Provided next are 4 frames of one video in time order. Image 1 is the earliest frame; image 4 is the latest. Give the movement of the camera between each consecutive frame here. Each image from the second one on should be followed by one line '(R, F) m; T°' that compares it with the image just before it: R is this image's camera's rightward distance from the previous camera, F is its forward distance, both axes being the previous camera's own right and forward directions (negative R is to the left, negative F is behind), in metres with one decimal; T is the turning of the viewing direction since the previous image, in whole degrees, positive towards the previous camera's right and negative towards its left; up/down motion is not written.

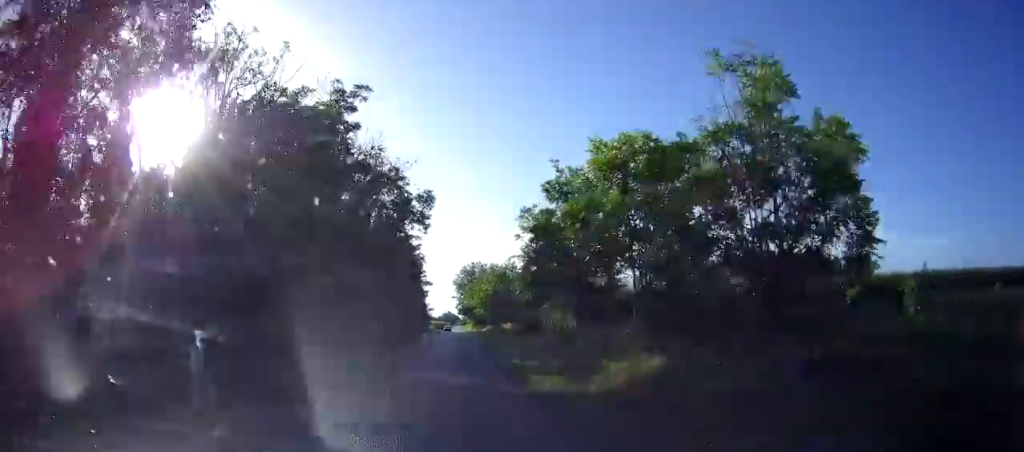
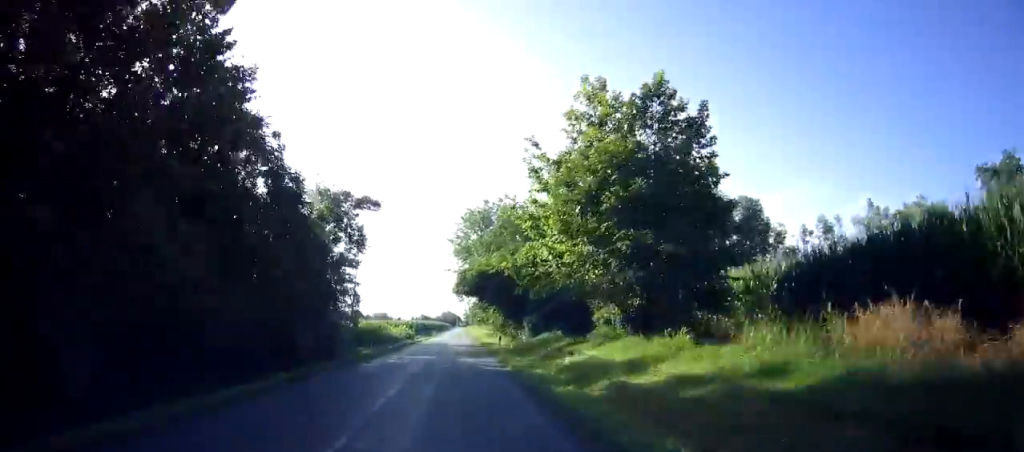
(-0.5, +71.4) m; -1°
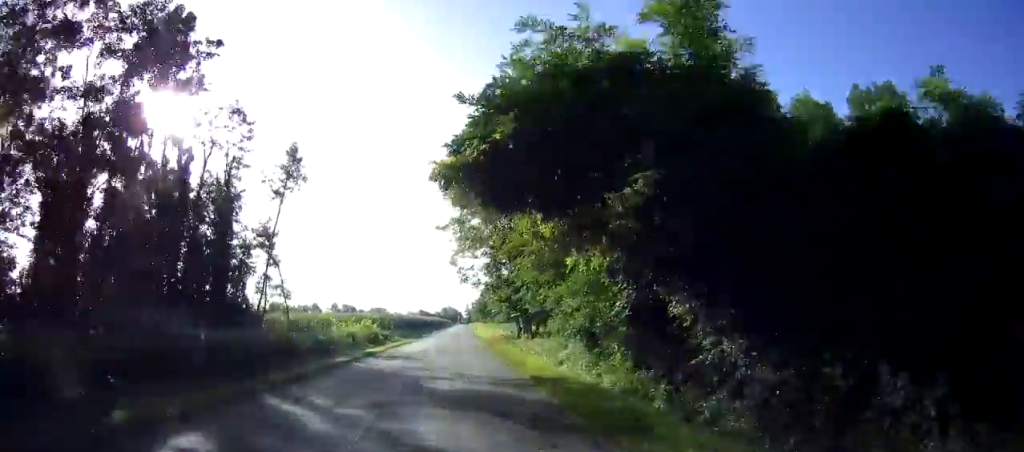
(0.0, +29.2) m; 0°
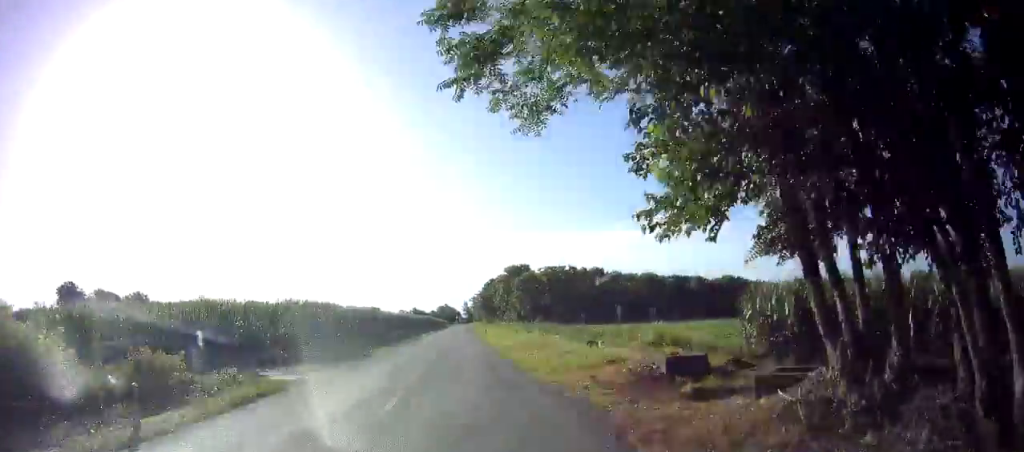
(-0.1, +38.1) m; 0°
